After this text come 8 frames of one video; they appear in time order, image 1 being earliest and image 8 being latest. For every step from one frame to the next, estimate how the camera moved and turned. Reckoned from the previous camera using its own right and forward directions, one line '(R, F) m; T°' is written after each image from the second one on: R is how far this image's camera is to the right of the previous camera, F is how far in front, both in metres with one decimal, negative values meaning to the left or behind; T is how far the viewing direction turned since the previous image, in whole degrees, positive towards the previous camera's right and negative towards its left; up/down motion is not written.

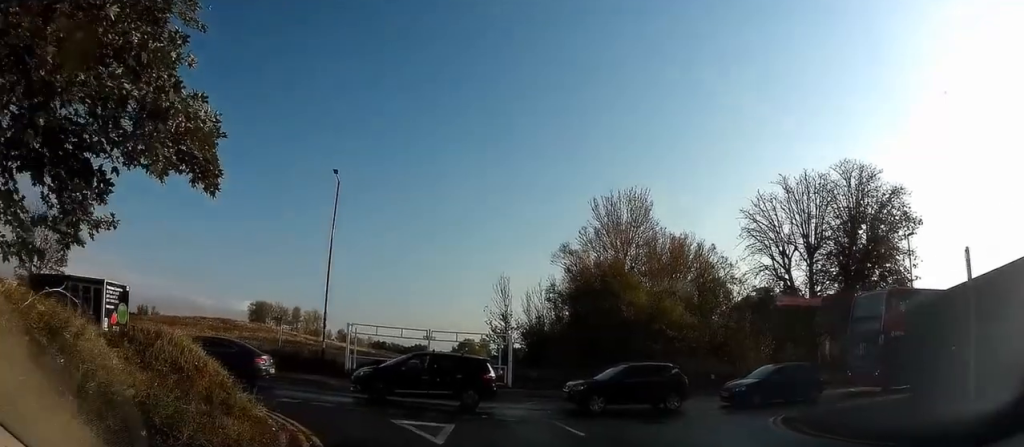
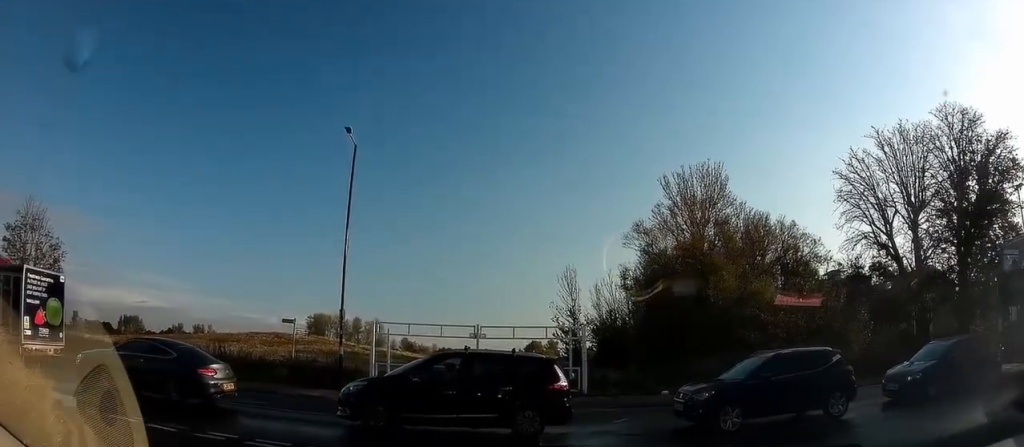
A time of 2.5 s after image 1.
(-1.2, +7.0) m; -14°
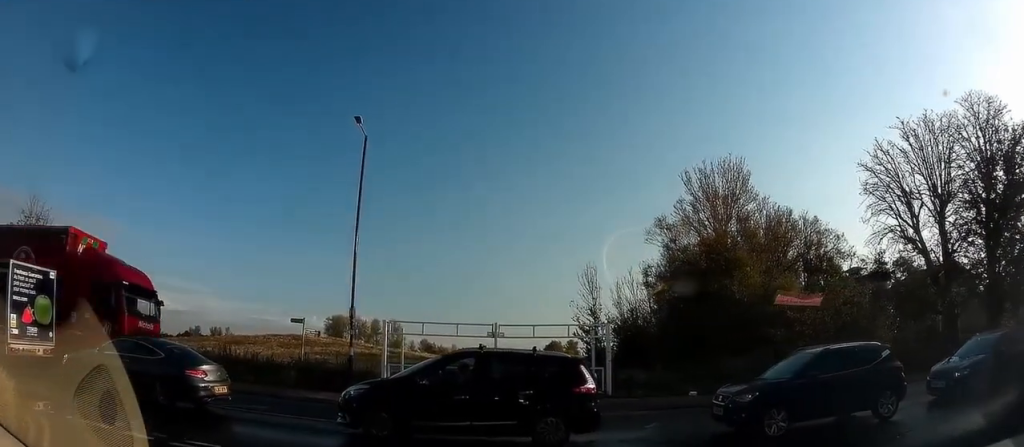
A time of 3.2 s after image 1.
(0.0, +1.4) m; 0°
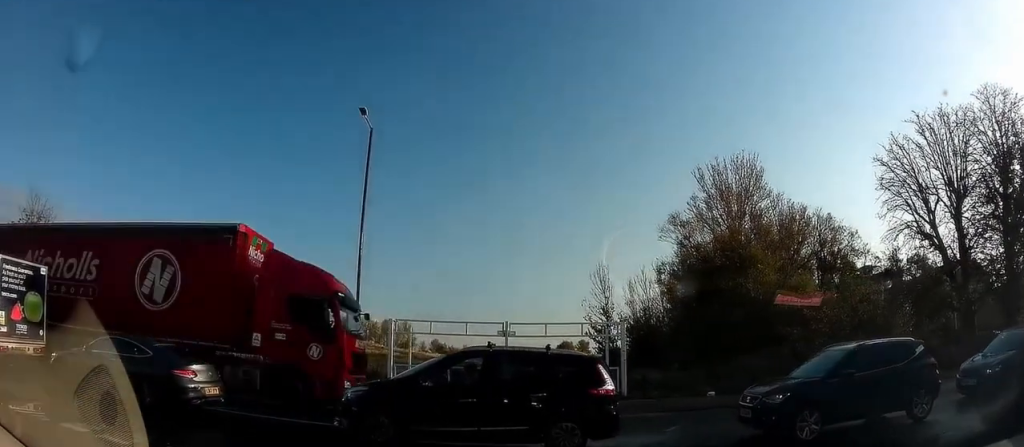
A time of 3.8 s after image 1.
(+0.1, +1.0) m; -1°
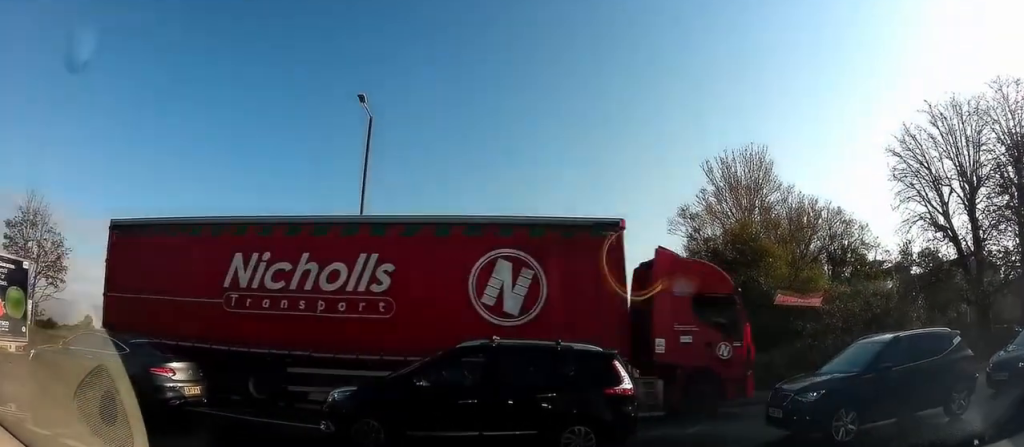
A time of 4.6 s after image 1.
(-0.2, +1.1) m; 0°
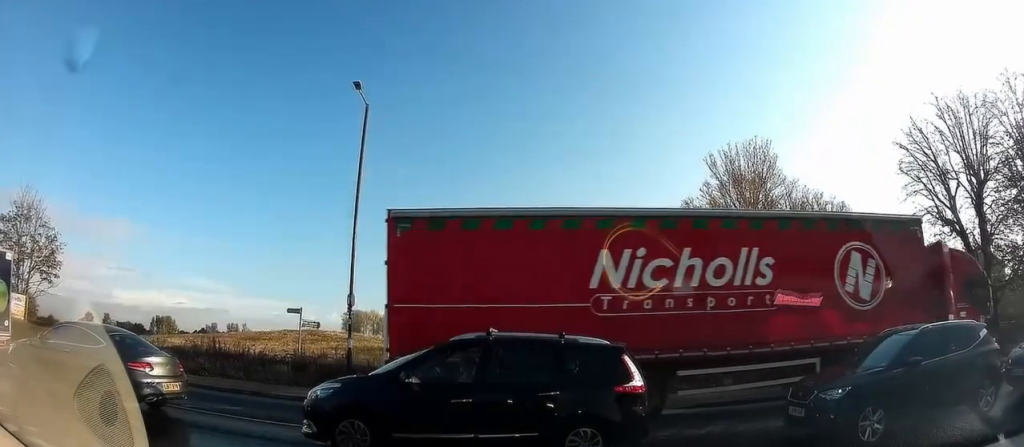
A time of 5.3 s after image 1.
(0.0, +1.0) m; 0°
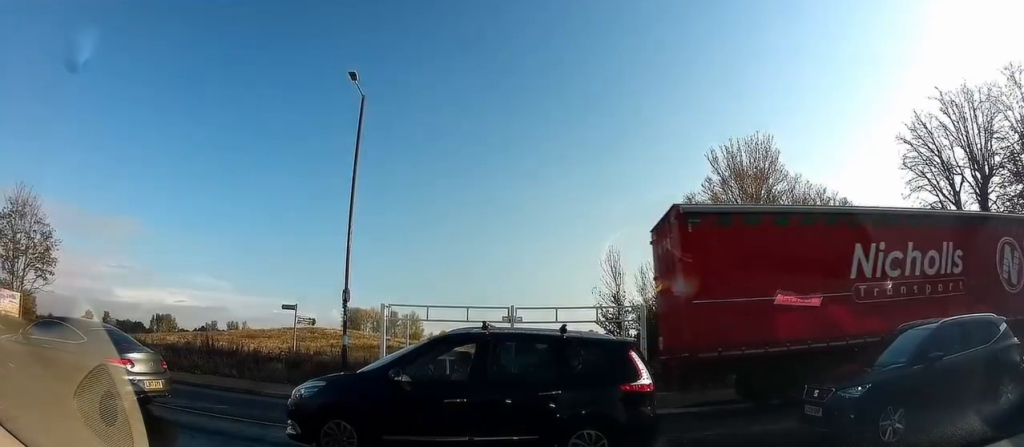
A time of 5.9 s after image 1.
(0.0, +0.7) m; 0°
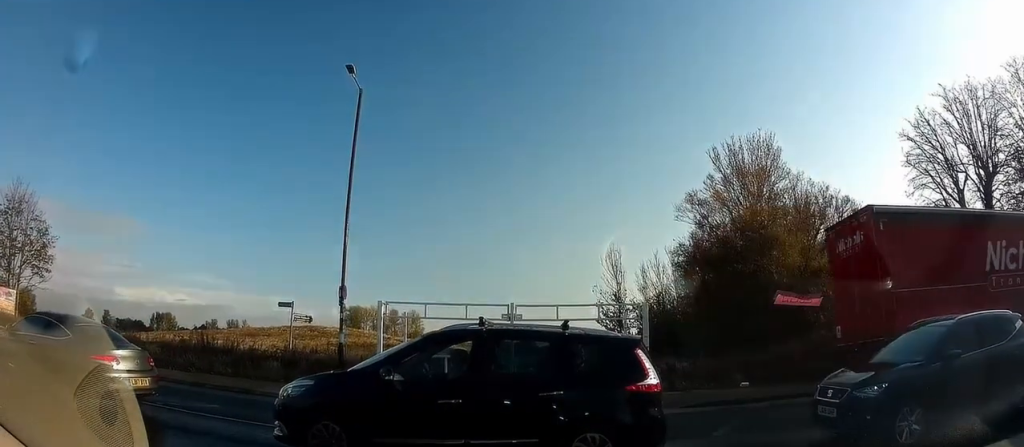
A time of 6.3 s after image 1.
(0.0, +0.5) m; 0°
